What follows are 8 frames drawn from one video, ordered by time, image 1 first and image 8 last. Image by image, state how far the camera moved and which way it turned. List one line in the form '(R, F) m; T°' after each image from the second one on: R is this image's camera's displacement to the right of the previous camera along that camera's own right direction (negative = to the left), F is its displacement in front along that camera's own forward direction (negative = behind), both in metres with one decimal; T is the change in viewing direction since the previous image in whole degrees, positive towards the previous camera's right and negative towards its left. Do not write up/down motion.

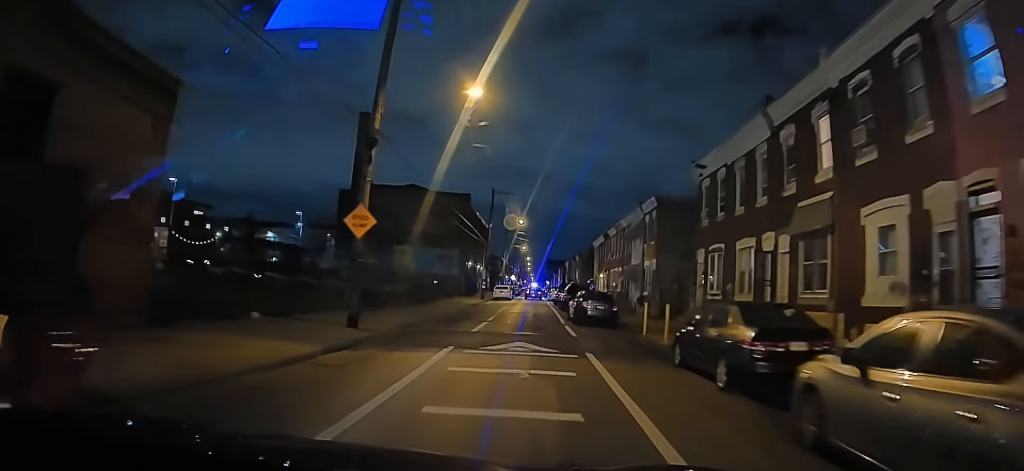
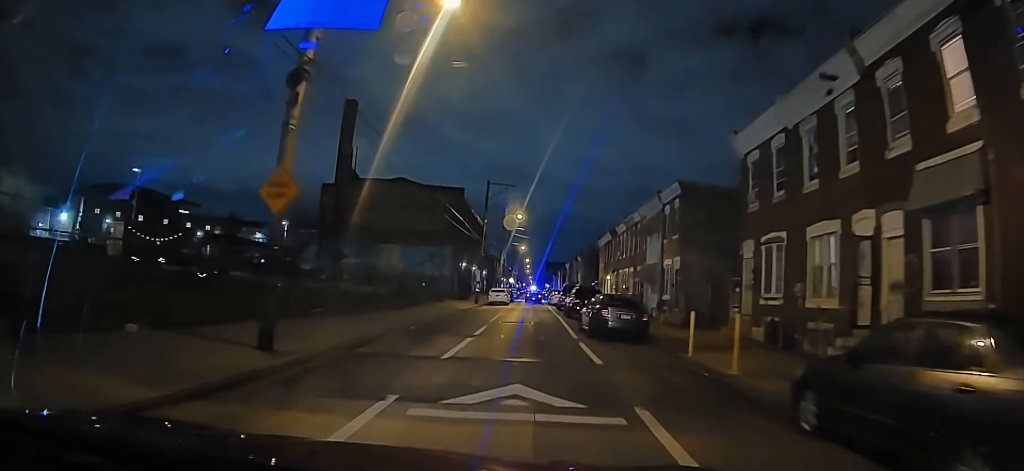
(0.0, +4.9) m; -1°
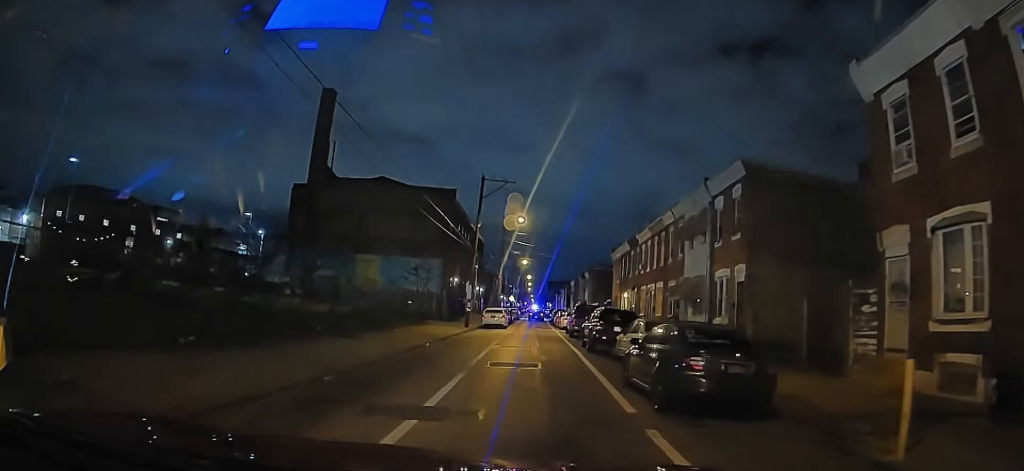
(-0.1, +8.0) m; +1°
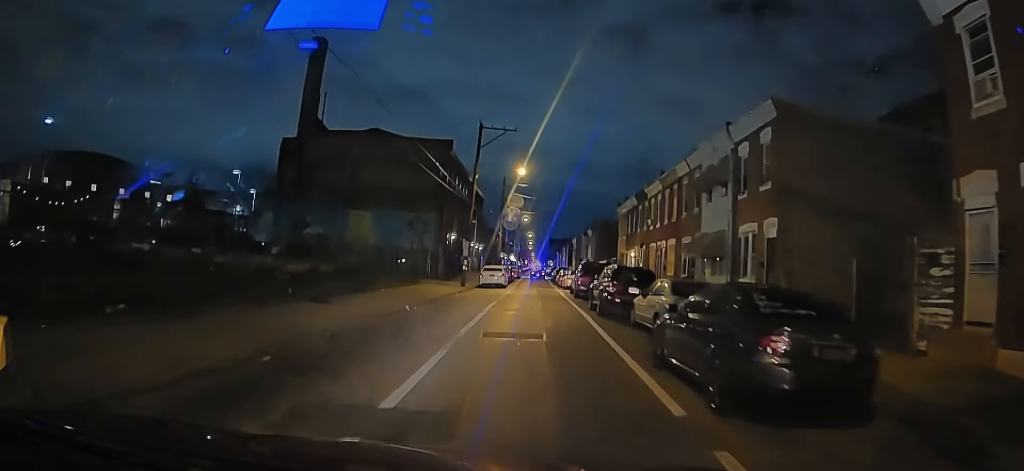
(+0.1, +3.3) m; -1°
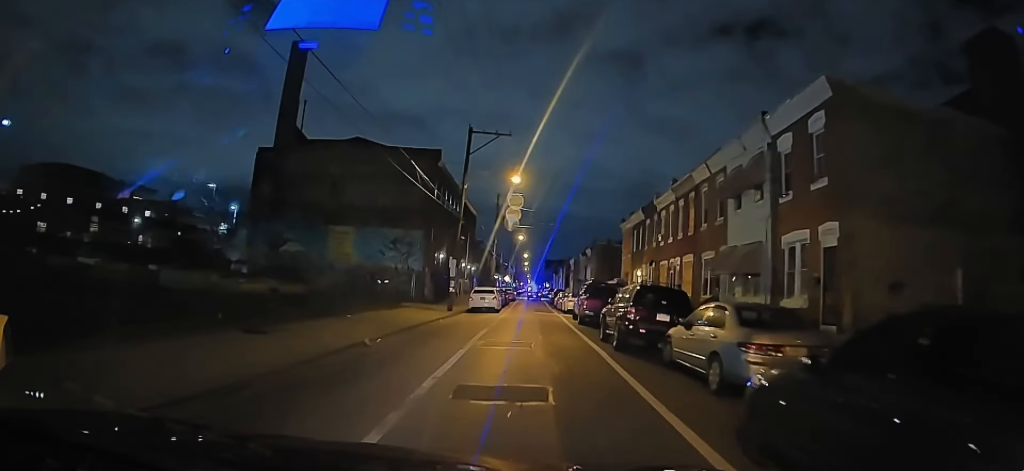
(-0.2, +5.0) m; 0°
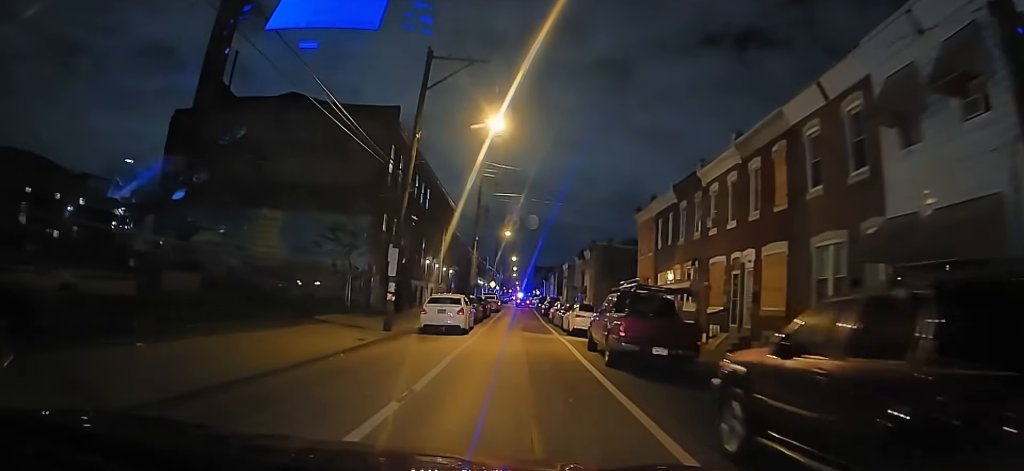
(+0.5, +12.6) m; +4°
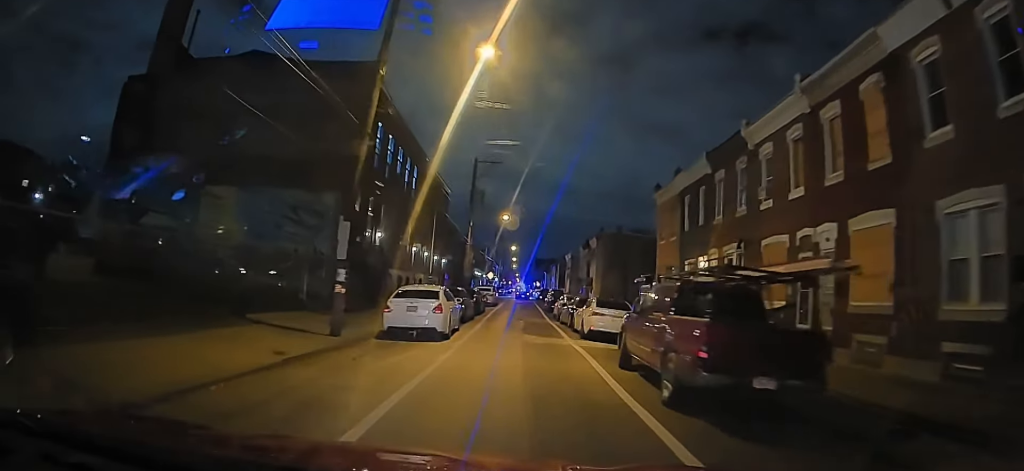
(0.0, +5.0) m; 0°
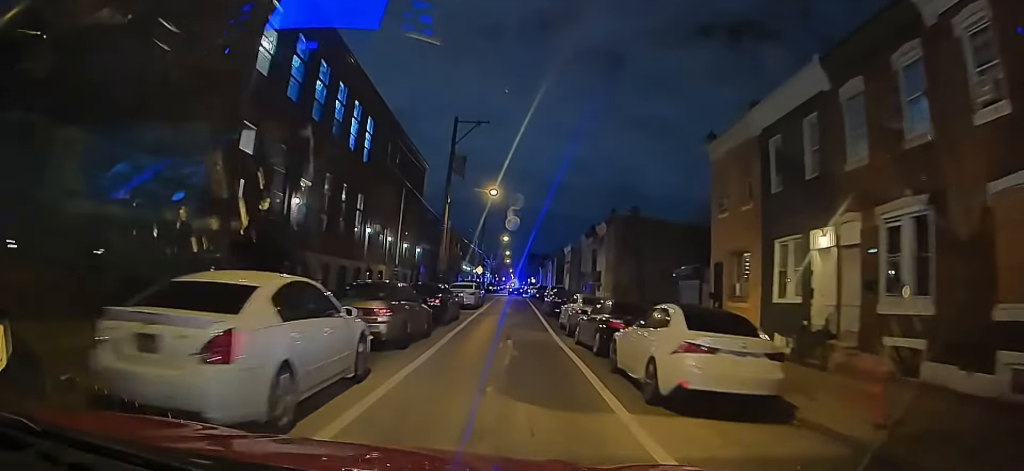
(0.0, +10.2) m; 0°
